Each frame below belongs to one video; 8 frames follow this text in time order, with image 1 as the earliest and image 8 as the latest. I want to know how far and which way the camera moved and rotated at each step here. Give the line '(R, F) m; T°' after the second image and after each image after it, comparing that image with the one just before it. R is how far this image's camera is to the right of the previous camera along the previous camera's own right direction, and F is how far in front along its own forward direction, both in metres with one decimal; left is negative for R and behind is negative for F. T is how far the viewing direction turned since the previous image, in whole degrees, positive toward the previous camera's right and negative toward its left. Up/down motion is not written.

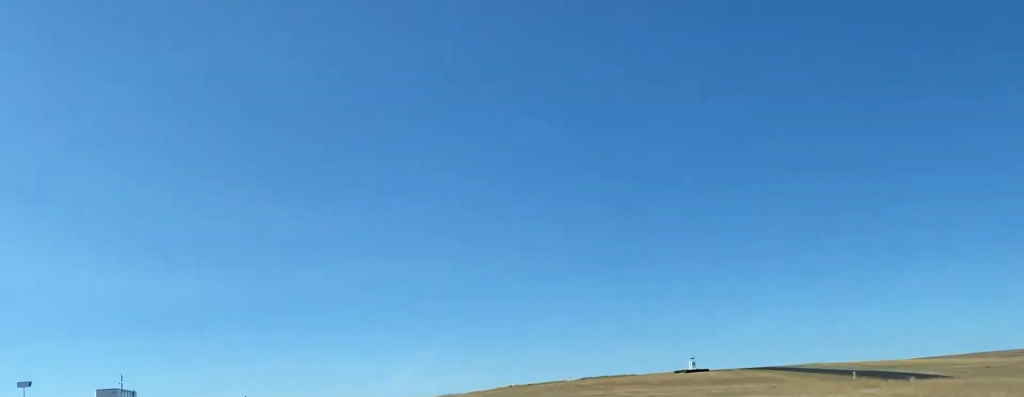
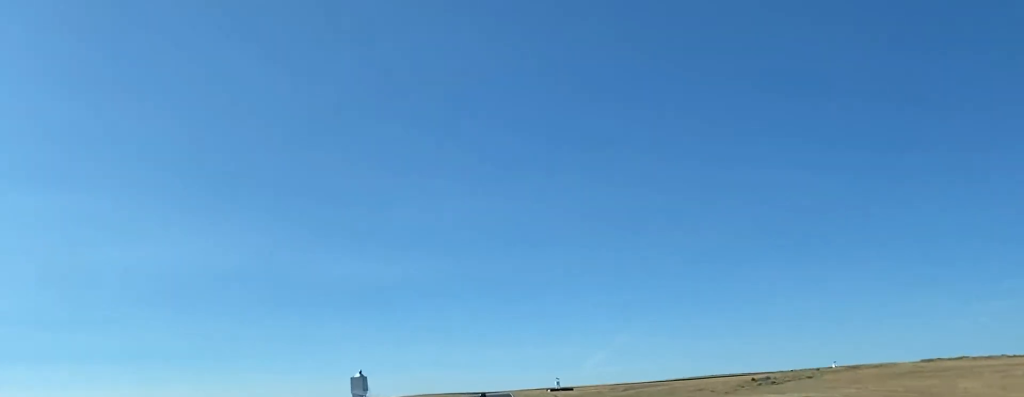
(-13.8, +95.7) m; -5°
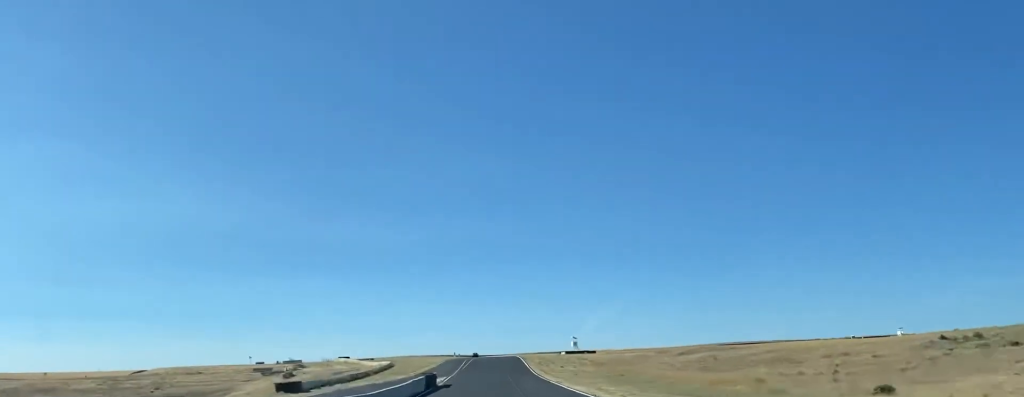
(+4.0, +77.0) m; +3°
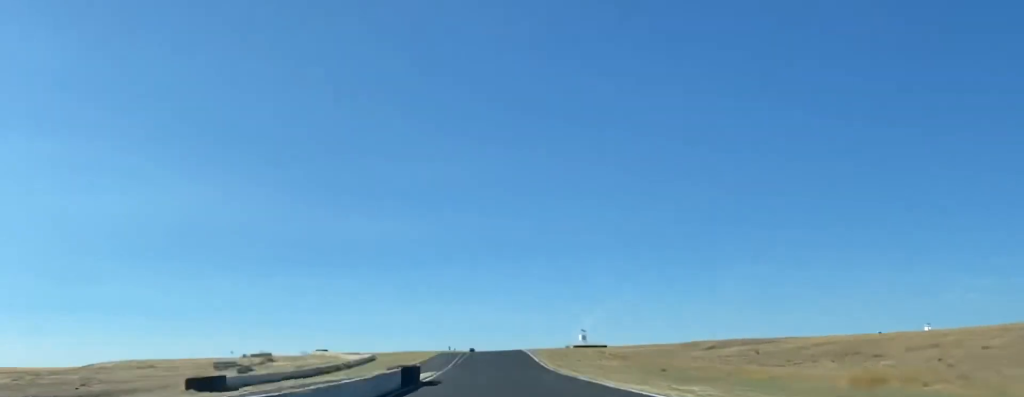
(0.0, +22.2) m; 0°
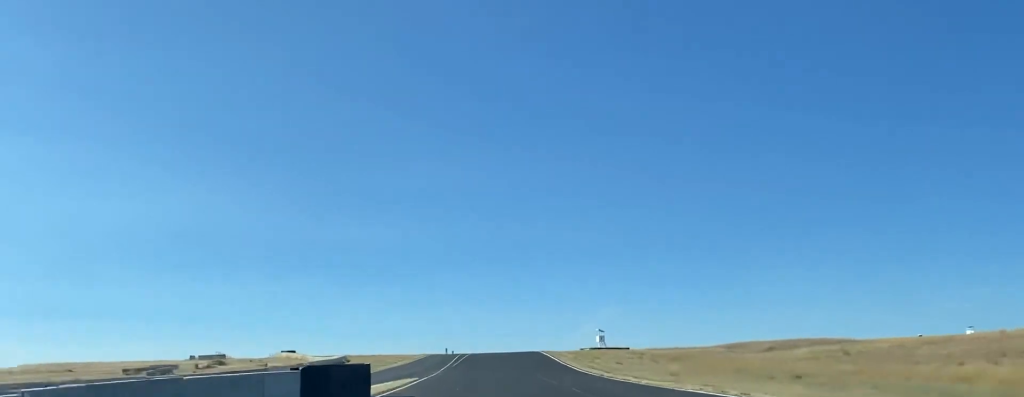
(0.0, +30.0) m; 0°
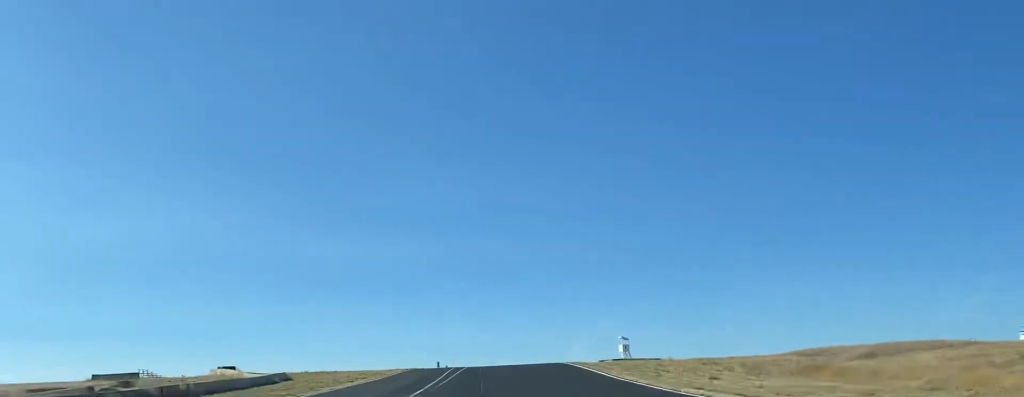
(0.0, +30.5) m; 0°
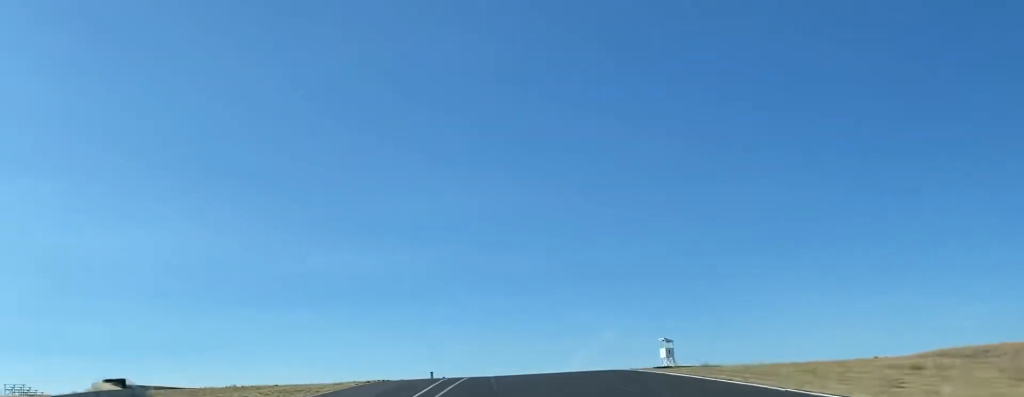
(+0.1, +30.9) m; 0°
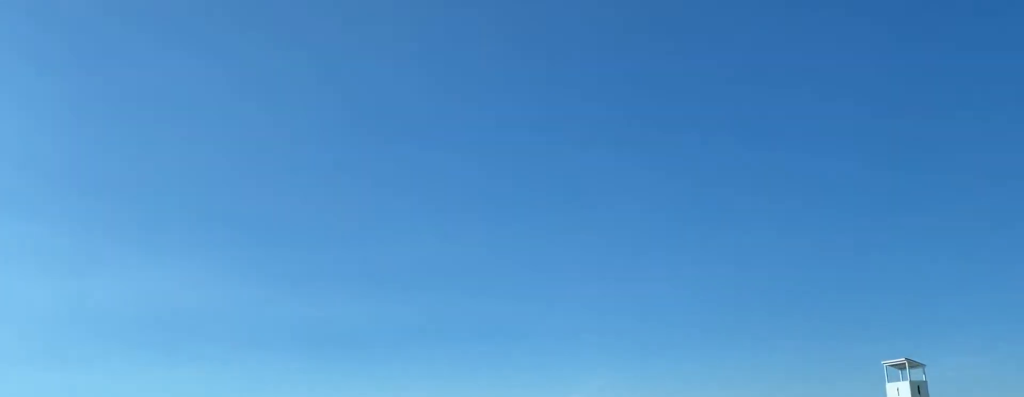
(-0.1, +63.9) m; 0°
